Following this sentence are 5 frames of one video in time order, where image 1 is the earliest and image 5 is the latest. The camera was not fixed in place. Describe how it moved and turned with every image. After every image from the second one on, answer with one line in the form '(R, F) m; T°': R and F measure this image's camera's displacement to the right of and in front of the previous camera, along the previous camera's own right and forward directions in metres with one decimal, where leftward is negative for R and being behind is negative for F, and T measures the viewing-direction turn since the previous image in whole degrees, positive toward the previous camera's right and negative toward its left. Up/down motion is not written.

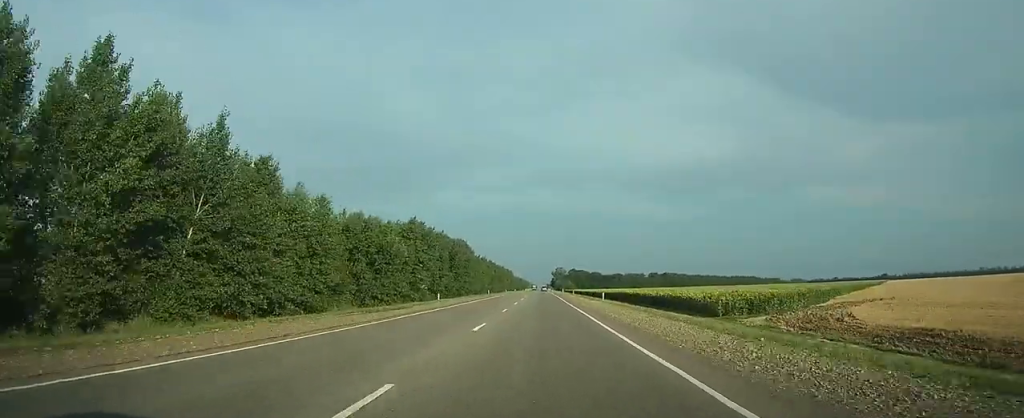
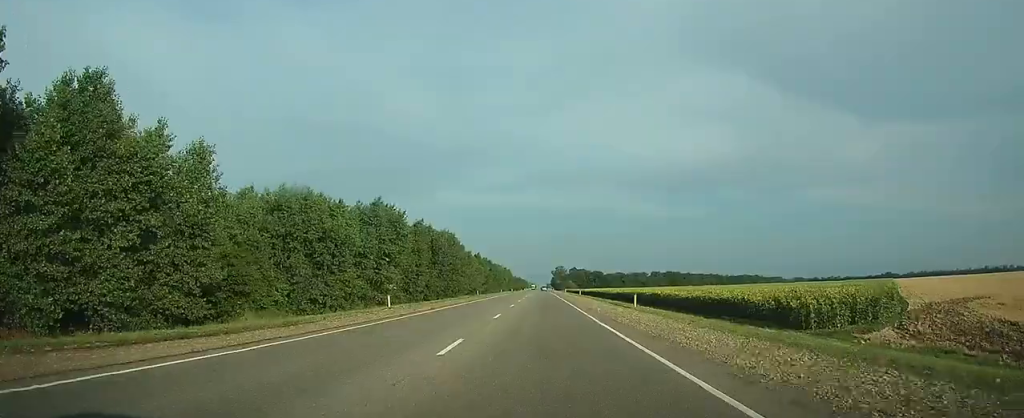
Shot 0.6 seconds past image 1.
(0.0, +15.7) m; 0°
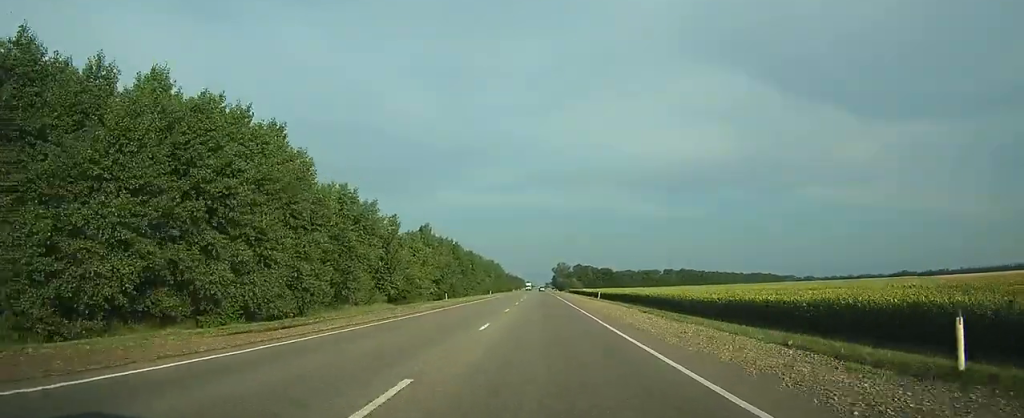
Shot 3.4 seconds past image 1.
(-0.1, +60.7) m; 0°
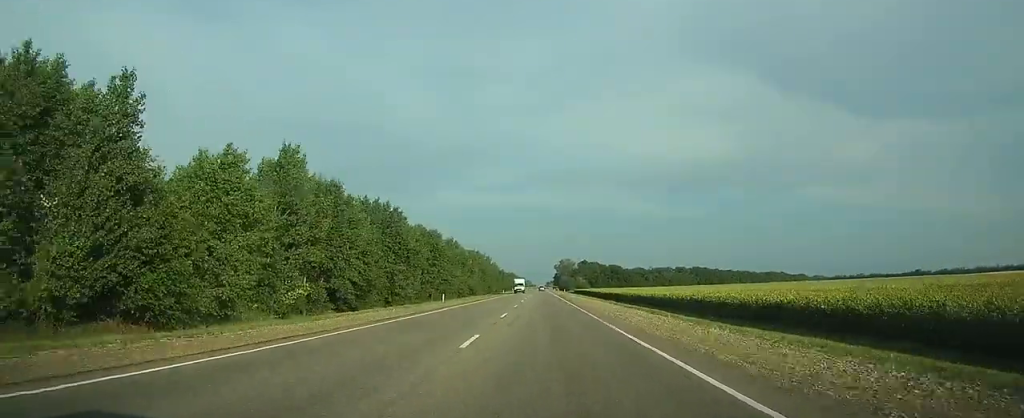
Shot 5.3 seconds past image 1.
(0.0, +51.1) m; 0°
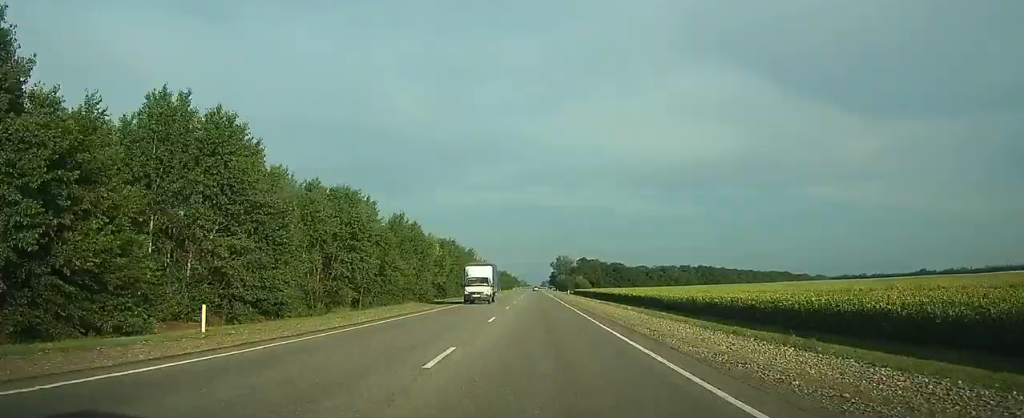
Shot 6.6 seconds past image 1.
(0.0, +42.5) m; 0°
